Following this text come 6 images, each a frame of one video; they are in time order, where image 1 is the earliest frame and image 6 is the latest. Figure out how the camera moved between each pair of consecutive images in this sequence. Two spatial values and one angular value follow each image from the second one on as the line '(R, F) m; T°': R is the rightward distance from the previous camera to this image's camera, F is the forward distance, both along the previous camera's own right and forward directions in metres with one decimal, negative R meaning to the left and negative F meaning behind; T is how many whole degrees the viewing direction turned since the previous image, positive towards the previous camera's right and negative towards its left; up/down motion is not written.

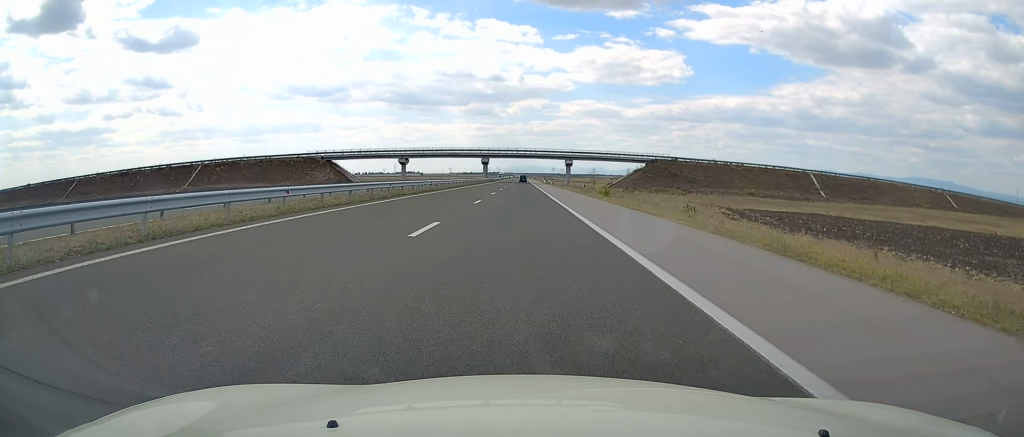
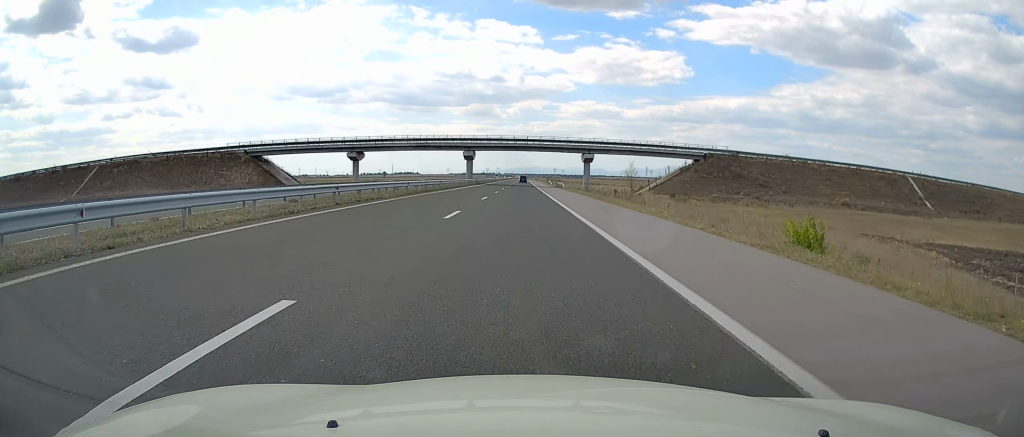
(+0.1, +42.3) m; 0°
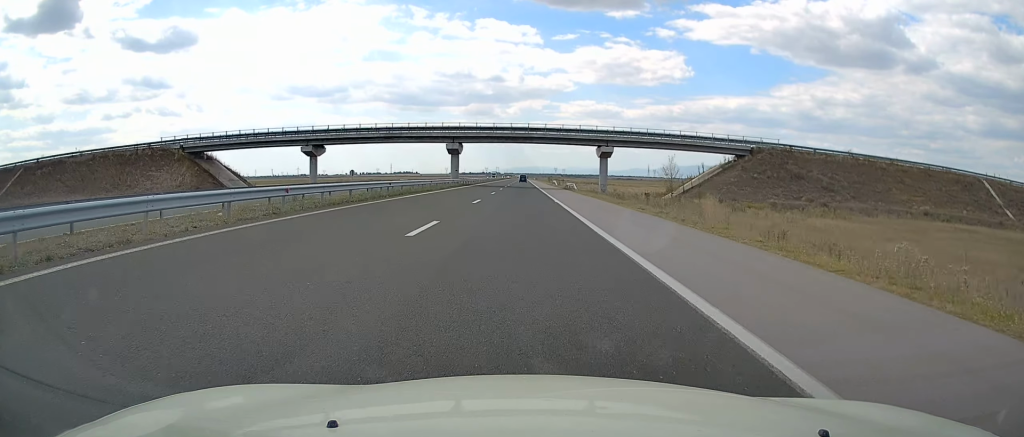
(-0.1, +21.5) m; 0°
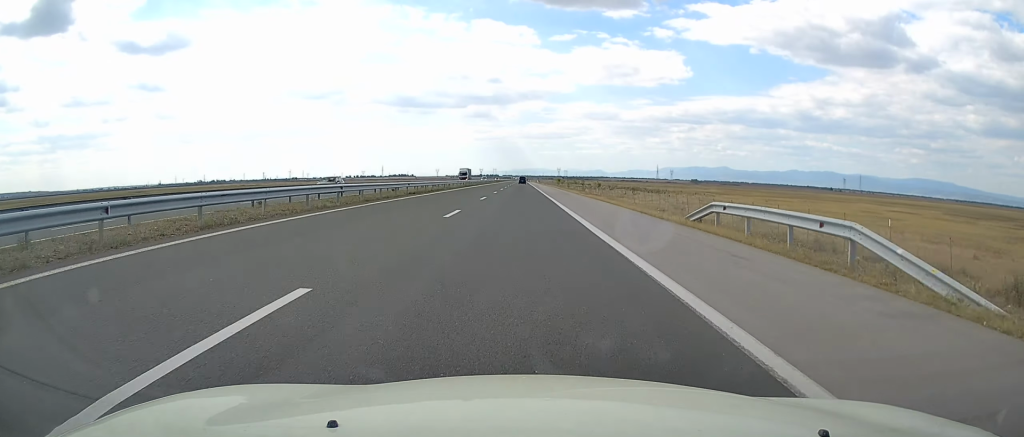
(+0.2, +105.1) m; +1°
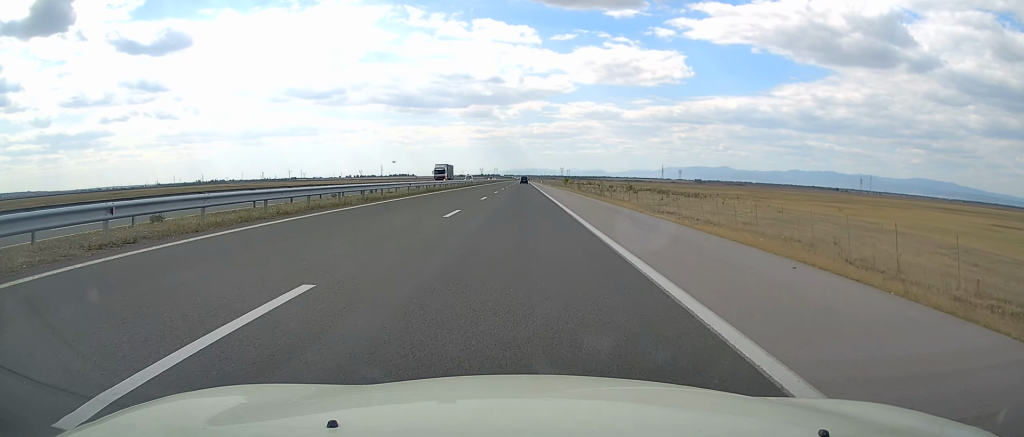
(0.0, +31.7) m; -1°
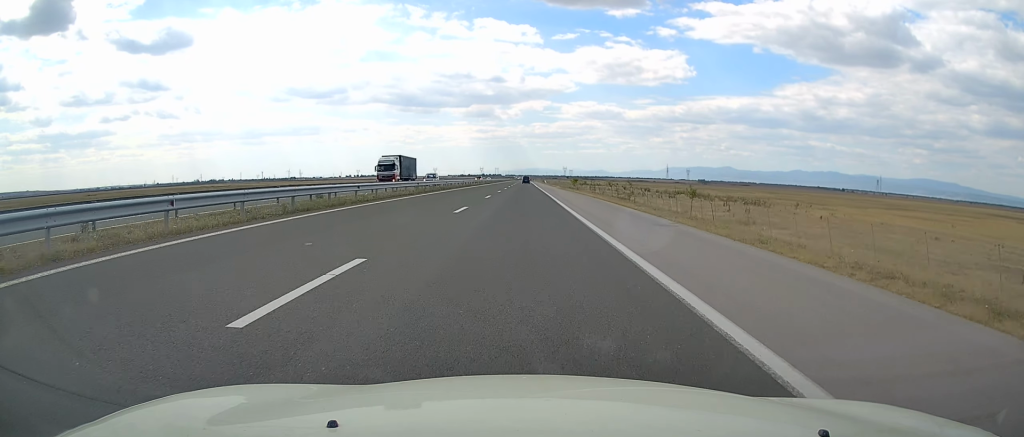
(-0.4, +29.7) m; 0°
